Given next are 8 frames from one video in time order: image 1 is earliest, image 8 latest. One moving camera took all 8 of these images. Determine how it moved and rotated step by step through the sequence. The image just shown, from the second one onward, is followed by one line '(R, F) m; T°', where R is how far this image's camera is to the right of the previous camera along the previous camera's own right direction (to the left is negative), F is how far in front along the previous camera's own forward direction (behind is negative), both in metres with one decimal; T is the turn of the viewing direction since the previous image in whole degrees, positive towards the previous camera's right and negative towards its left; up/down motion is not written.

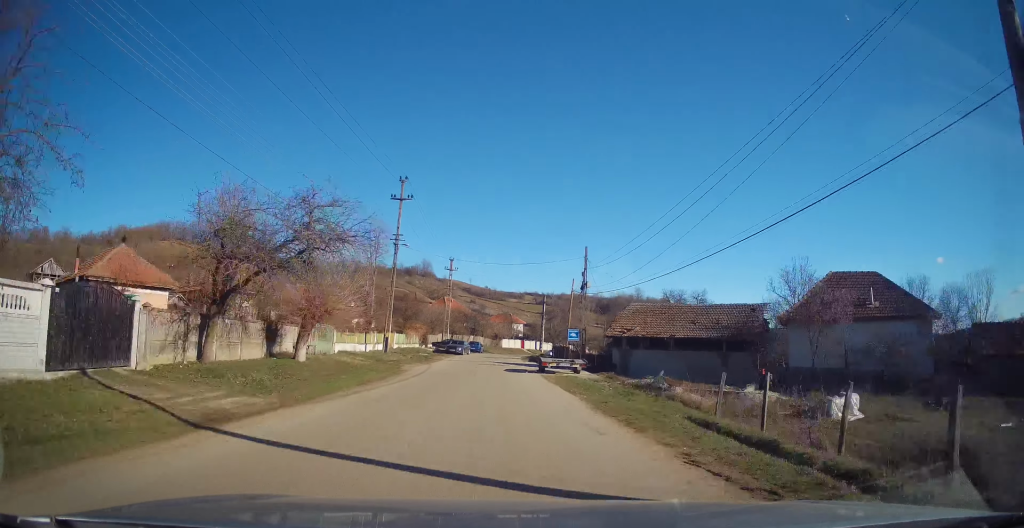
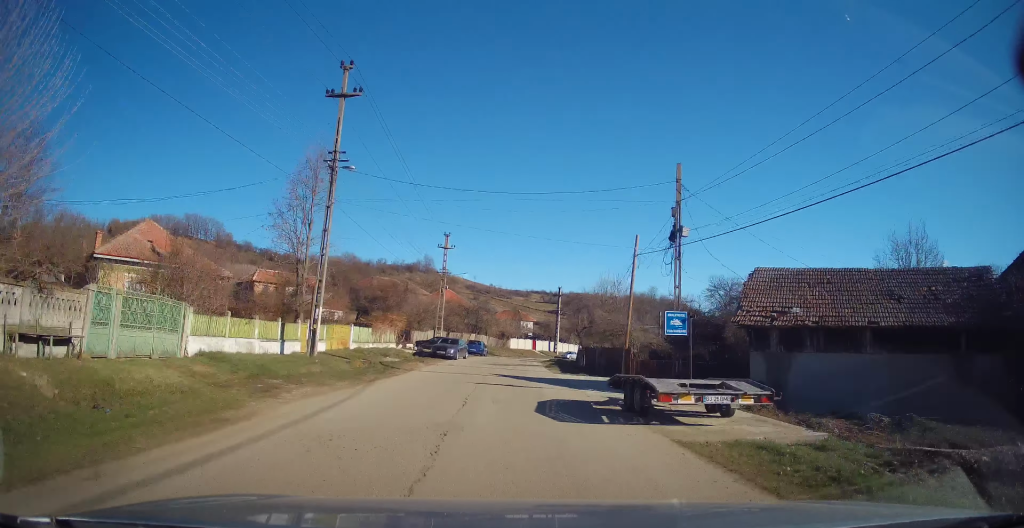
(+0.2, +17.5) m; +1°
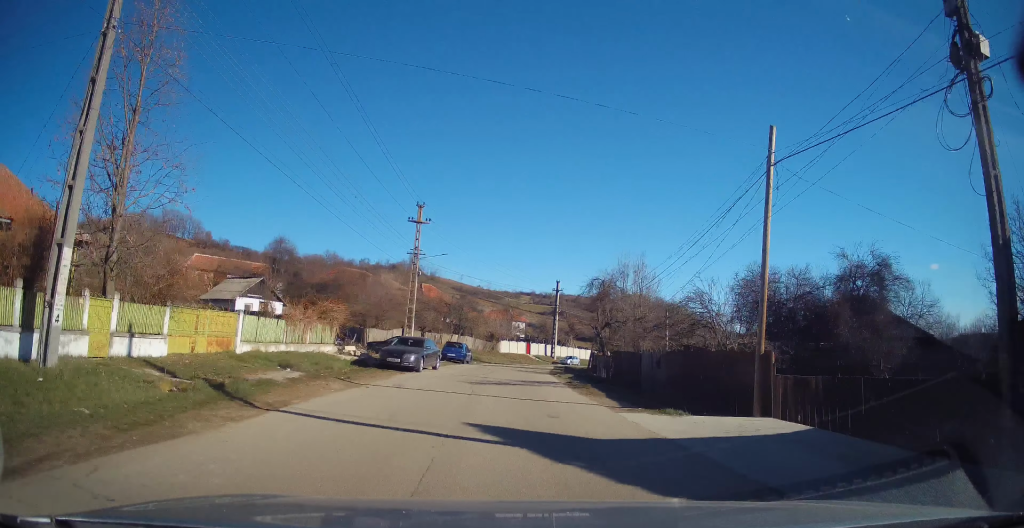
(+0.1, +13.8) m; 0°
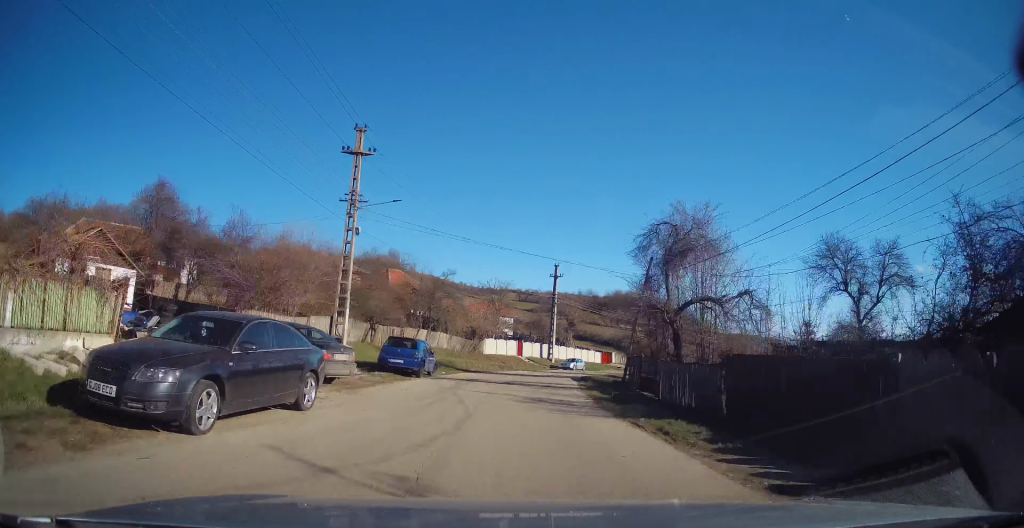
(-0.1, +16.2) m; 0°
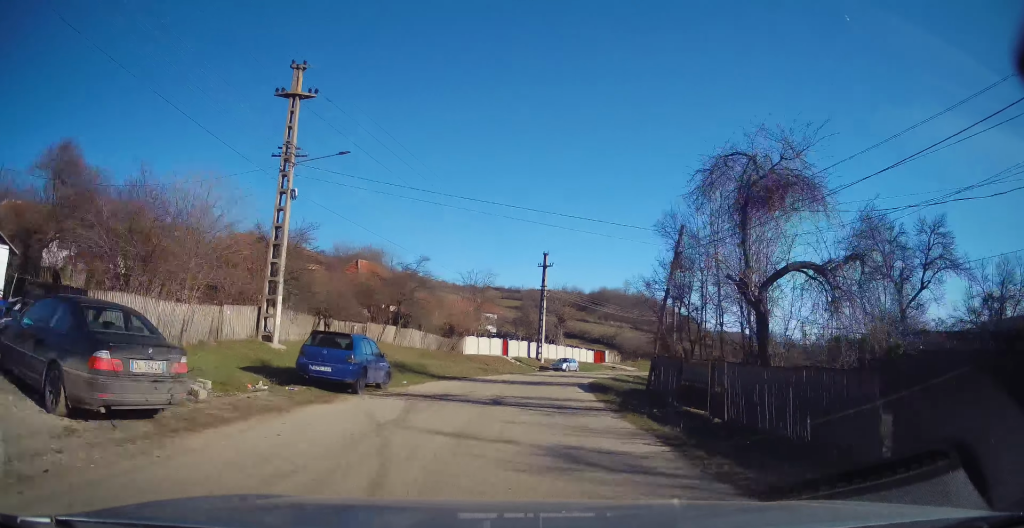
(0.0, +7.2) m; +3°
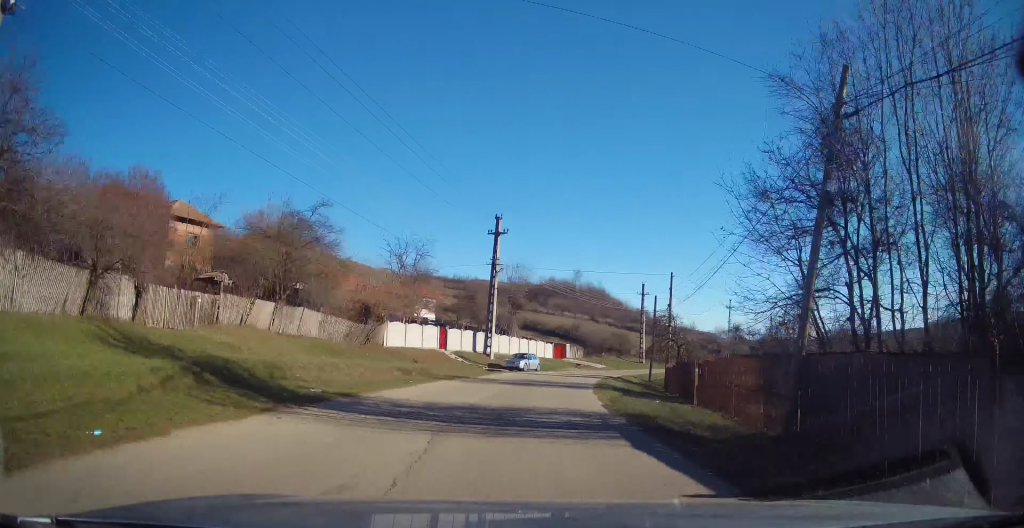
(+0.7, +13.5) m; +6°
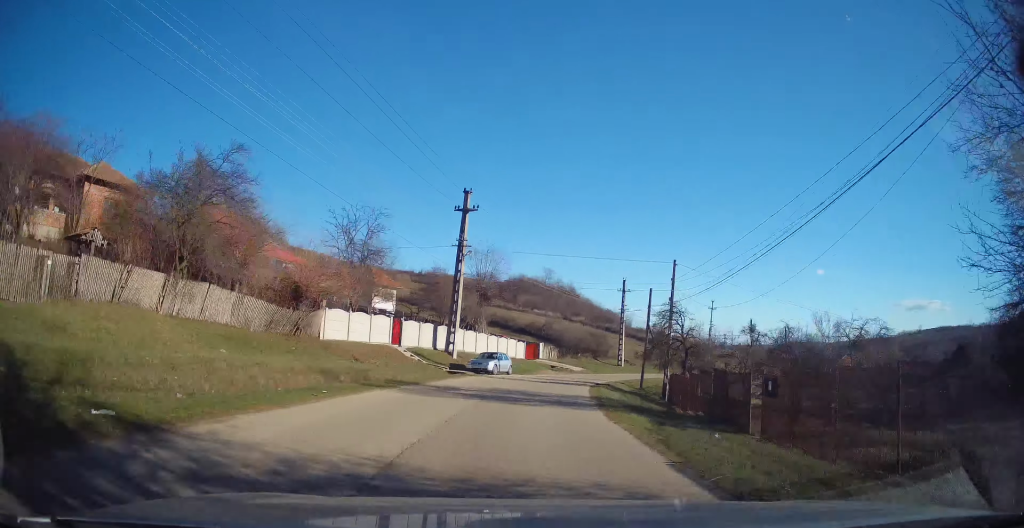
(+0.2, +6.8) m; +4°
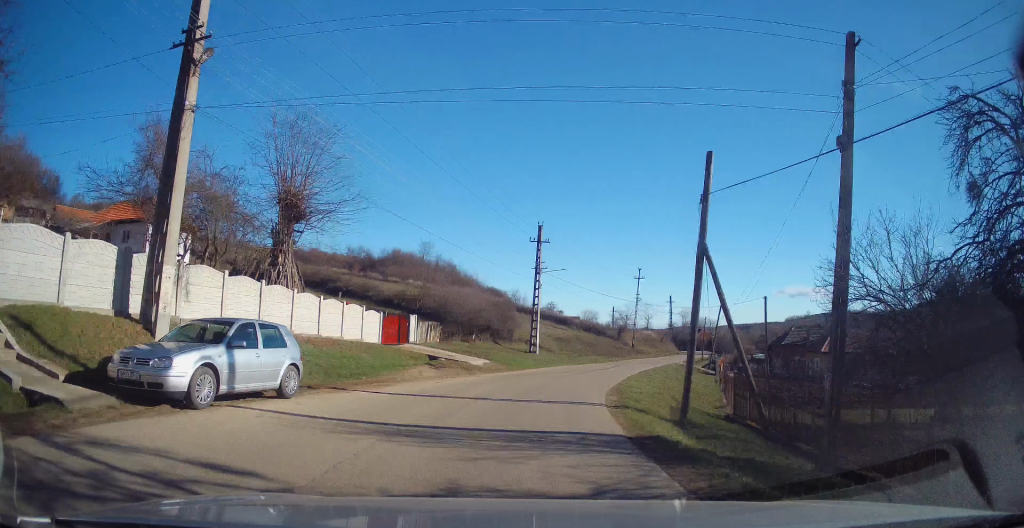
(+2.6, +24.1) m; +13°
